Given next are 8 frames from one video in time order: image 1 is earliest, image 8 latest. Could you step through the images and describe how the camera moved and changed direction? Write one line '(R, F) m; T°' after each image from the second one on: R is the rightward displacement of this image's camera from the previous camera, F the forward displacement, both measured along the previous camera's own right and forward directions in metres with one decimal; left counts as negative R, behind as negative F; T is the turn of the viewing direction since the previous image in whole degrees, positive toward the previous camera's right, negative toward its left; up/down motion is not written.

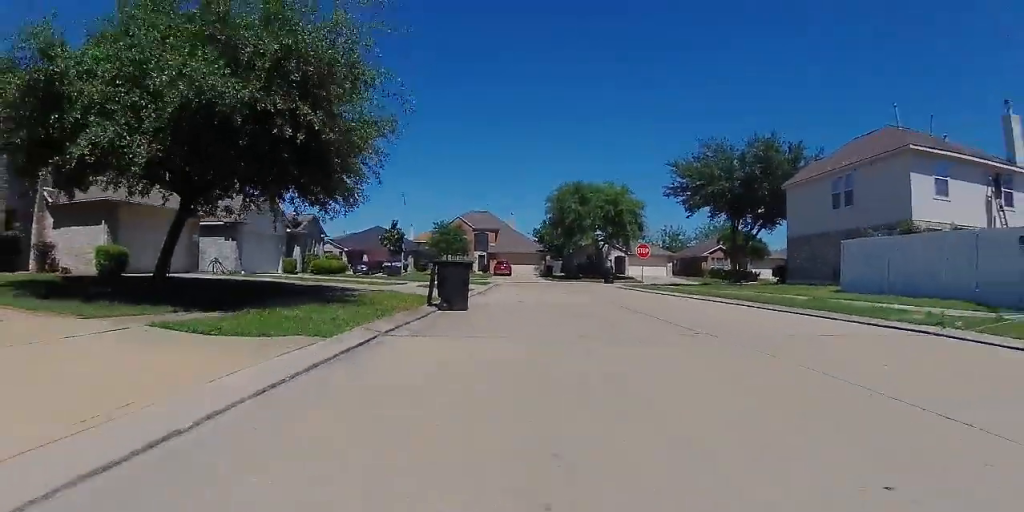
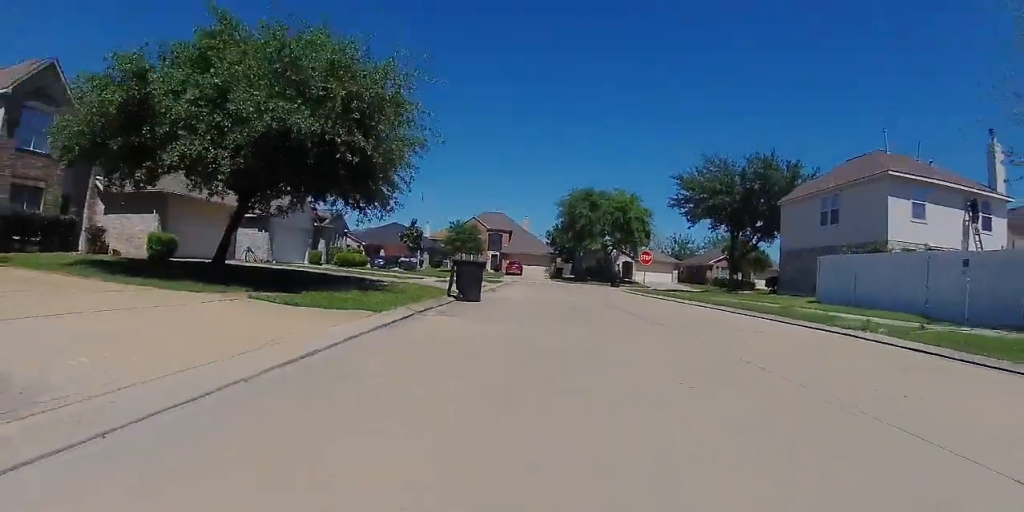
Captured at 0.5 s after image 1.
(0.0, +2.5) m; 0°
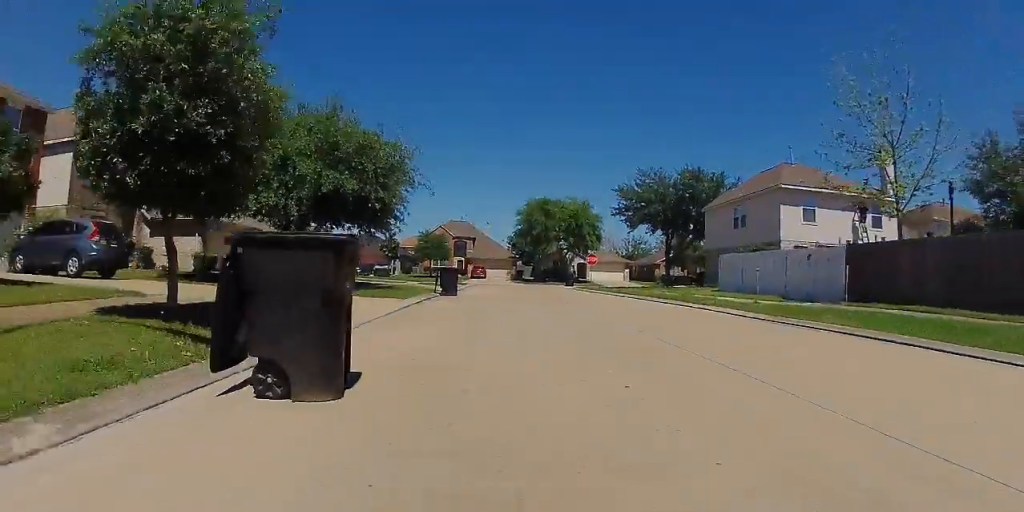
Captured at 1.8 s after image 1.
(0.0, +6.3) m; 0°
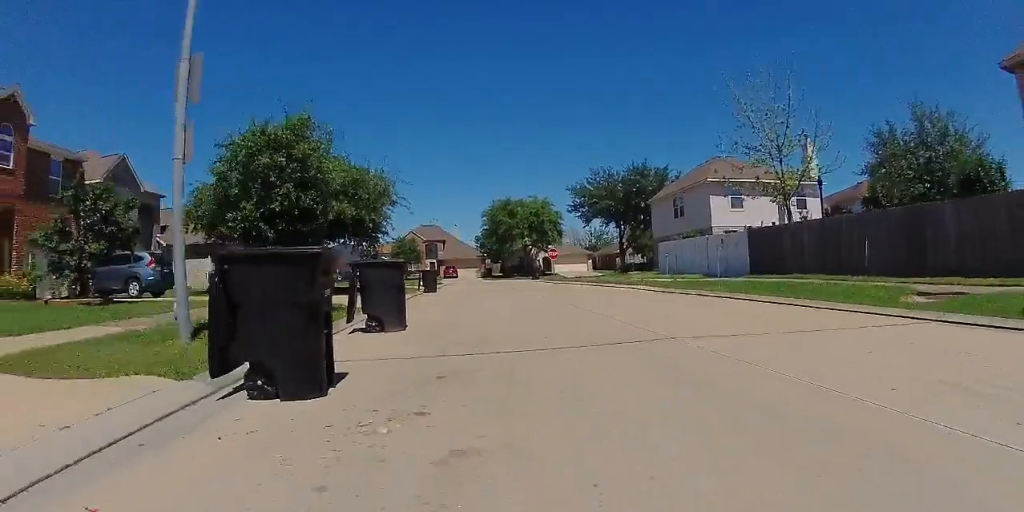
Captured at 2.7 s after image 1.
(0.0, +4.5) m; -3°
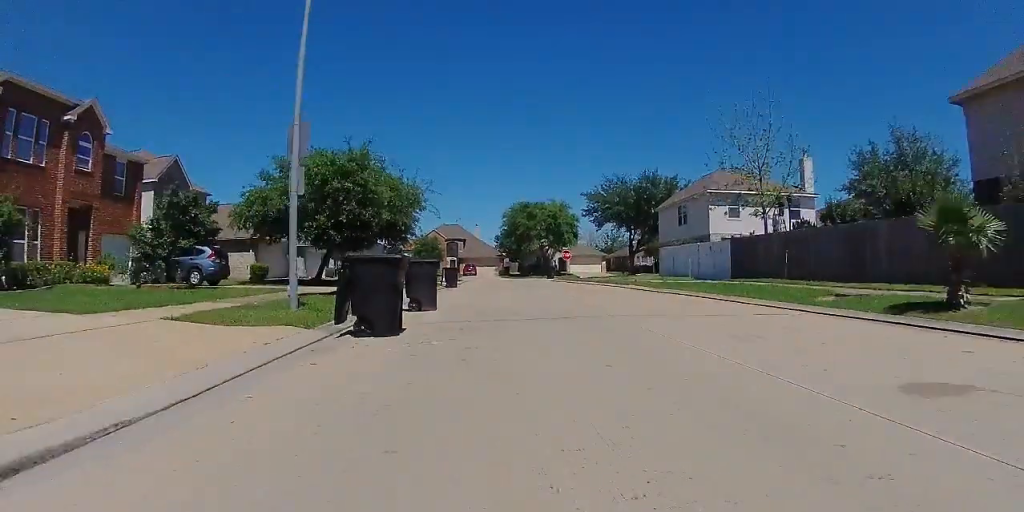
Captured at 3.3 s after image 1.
(-0.2, +3.3) m; -2°
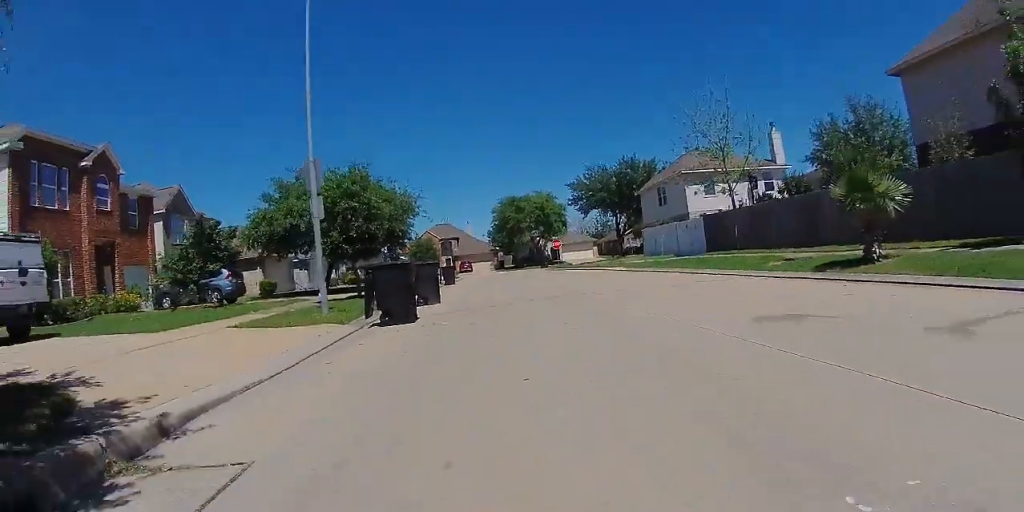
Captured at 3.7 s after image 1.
(0.0, +2.1) m; -1°
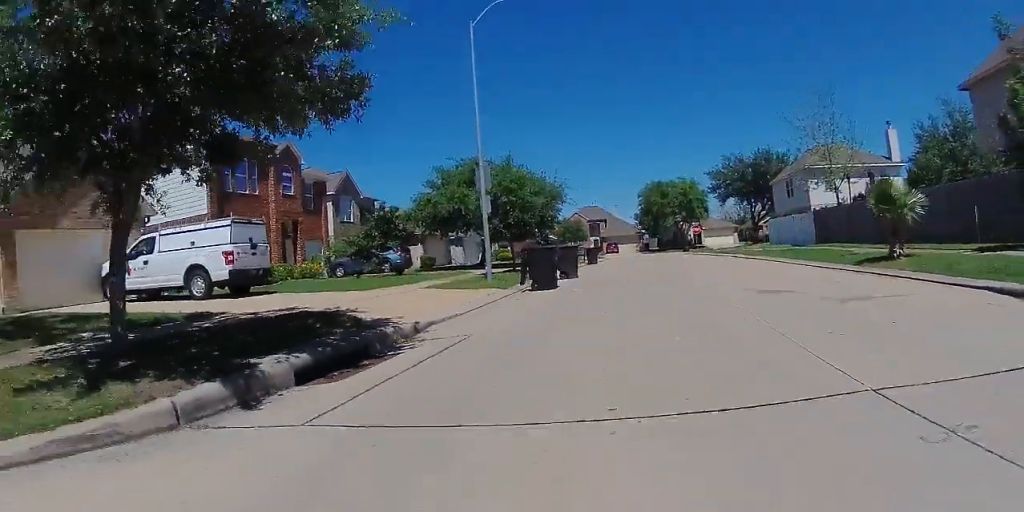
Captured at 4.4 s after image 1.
(0.0, +4.0) m; 0°
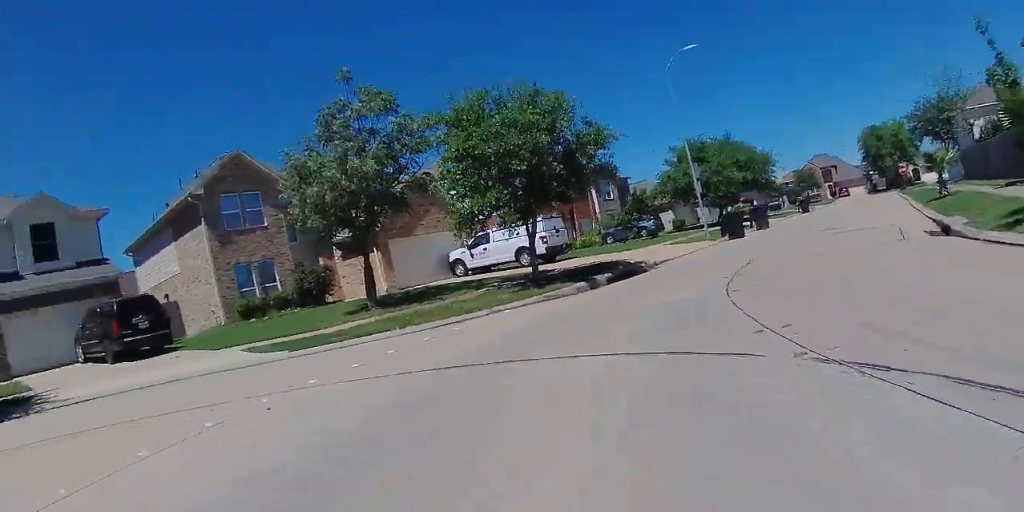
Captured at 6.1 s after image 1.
(-0.1, +9.2) m; -12°
